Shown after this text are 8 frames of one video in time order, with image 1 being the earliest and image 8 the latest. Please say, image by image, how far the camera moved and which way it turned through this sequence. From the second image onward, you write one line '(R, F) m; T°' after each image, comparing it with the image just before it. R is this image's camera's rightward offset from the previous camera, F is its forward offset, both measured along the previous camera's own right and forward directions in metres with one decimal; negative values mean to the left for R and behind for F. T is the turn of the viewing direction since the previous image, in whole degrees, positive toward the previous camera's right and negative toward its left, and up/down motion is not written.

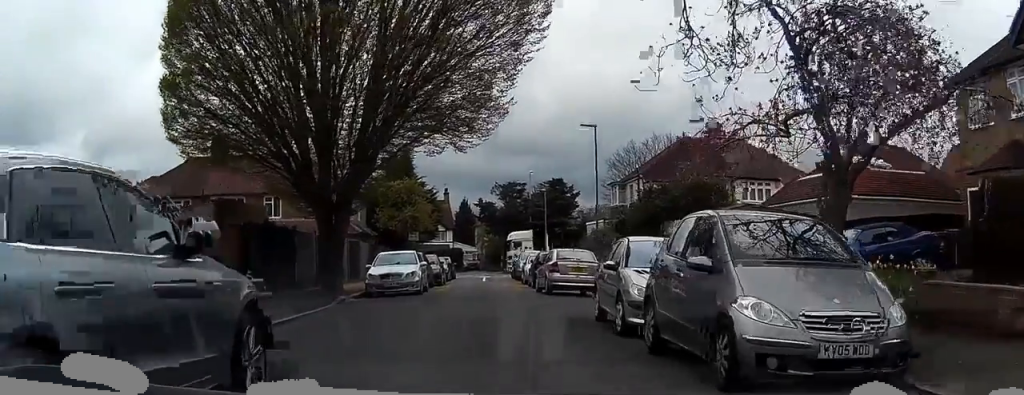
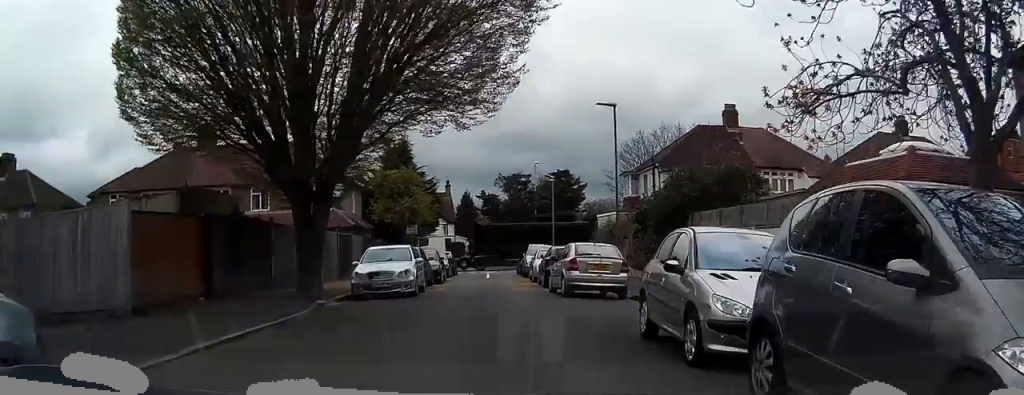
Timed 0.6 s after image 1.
(0.0, +3.5) m; 0°
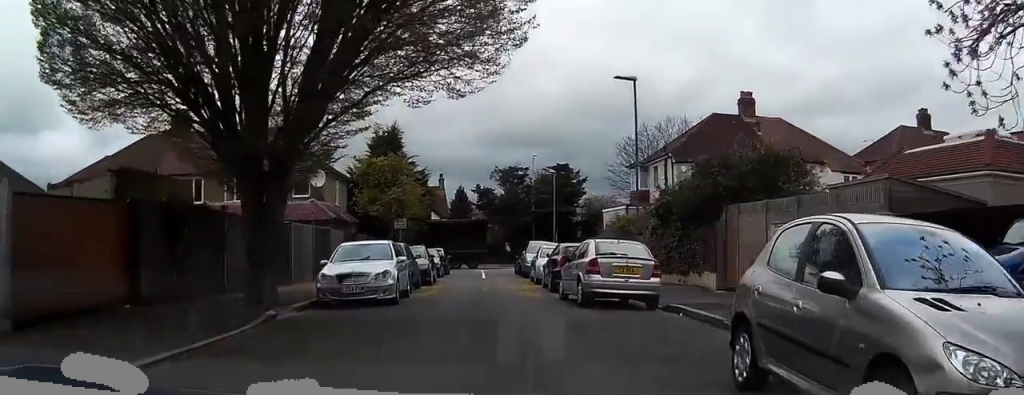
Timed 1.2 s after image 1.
(0.0, +3.9) m; 0°
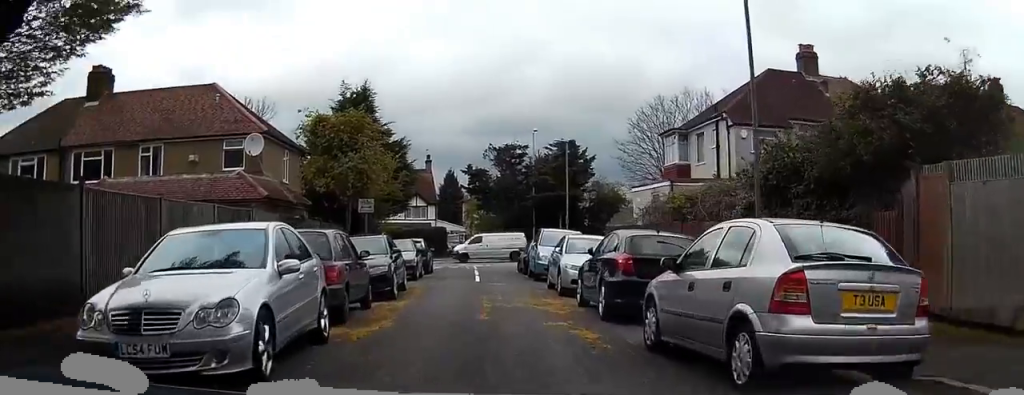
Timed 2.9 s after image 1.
(0.0, +10.1) m; -1°
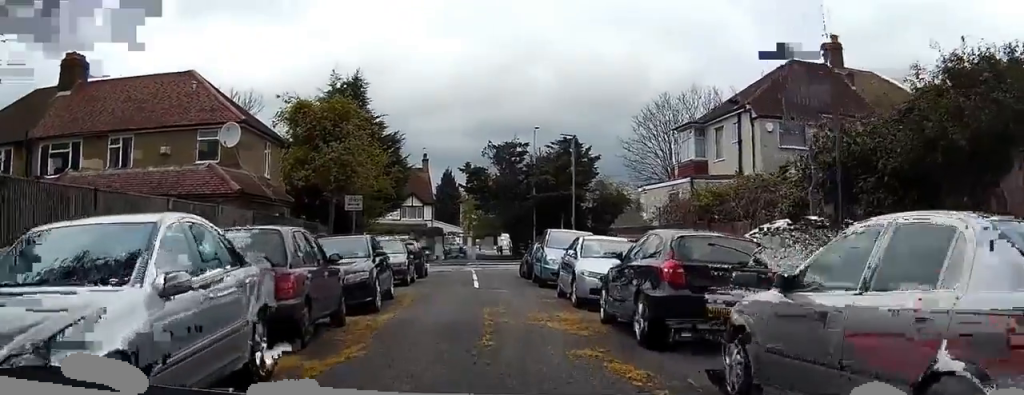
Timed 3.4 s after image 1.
(0.0, +3.0) m; 0°
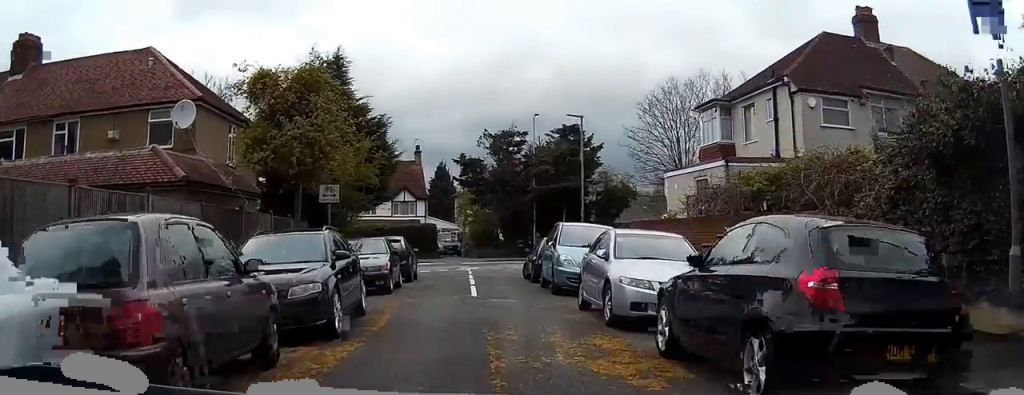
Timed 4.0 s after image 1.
(-0.1, +3.9) m; -1°
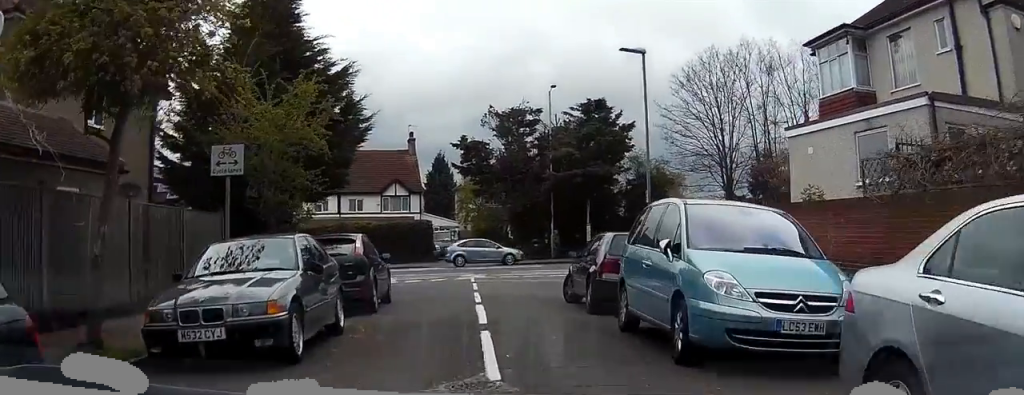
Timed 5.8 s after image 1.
(+0.1, +10.4) m; 0°
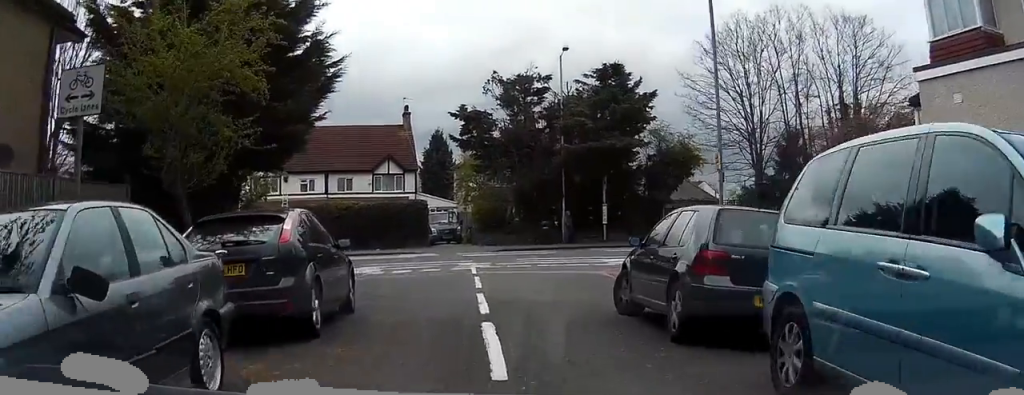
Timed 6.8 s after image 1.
(-0.1, +5.5) m; -1°
